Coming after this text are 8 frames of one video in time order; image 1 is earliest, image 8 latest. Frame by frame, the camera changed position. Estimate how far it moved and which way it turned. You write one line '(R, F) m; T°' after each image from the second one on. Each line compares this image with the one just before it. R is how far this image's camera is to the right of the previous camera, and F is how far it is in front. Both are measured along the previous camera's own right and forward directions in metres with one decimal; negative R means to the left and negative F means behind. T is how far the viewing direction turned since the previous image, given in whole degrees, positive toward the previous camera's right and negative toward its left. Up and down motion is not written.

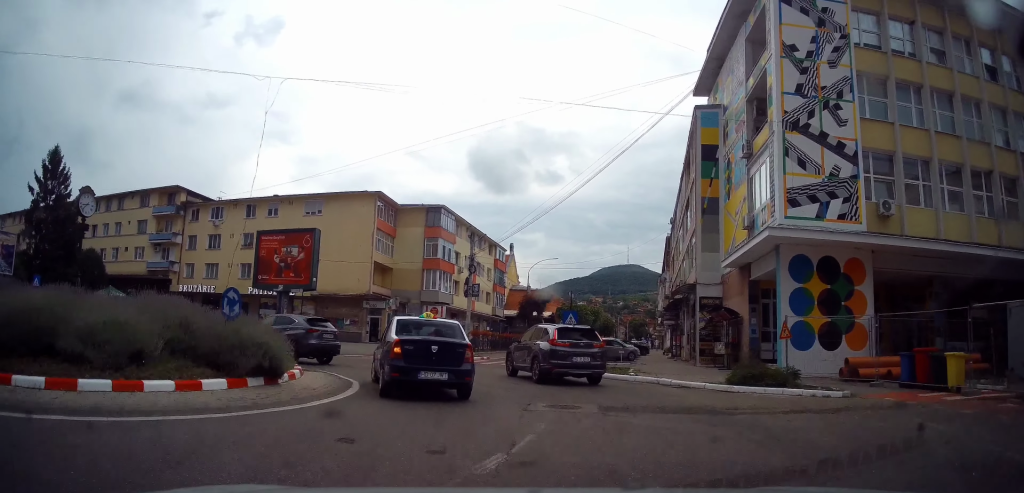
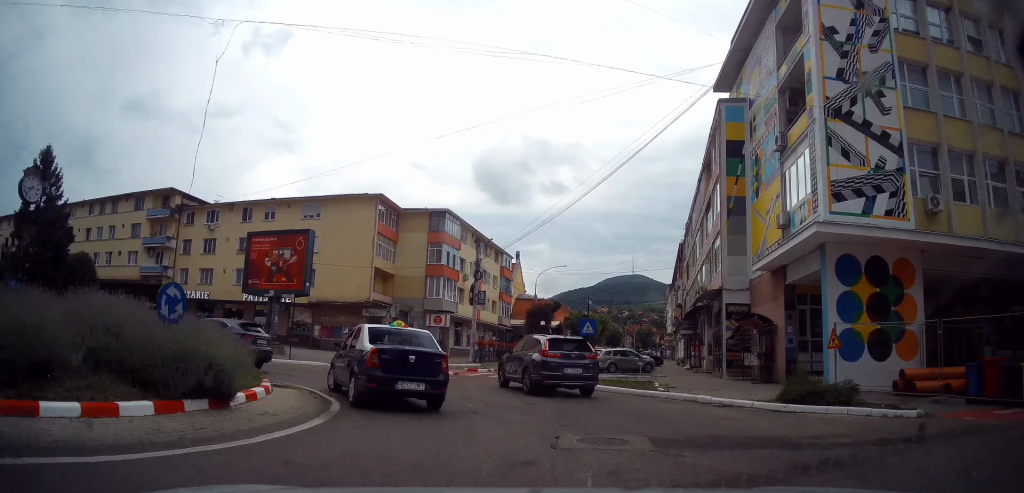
(+0.3, +2.4) m; +1°
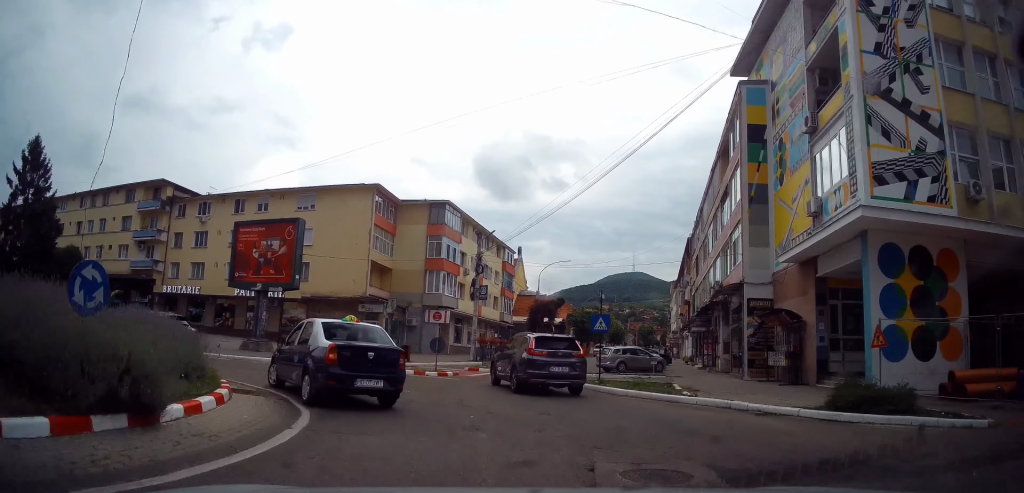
(+0.2, +1.9) m; +1°
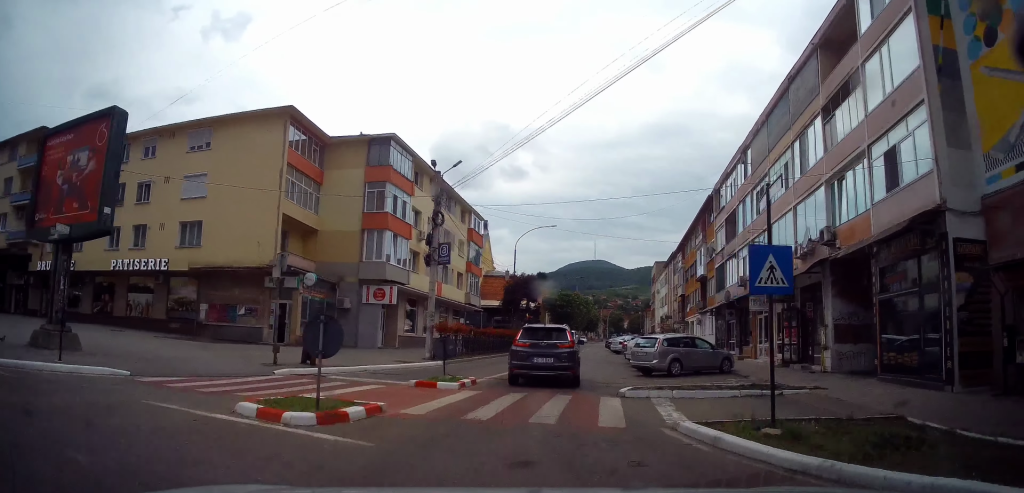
(-1.3, +12.4) m; -4°
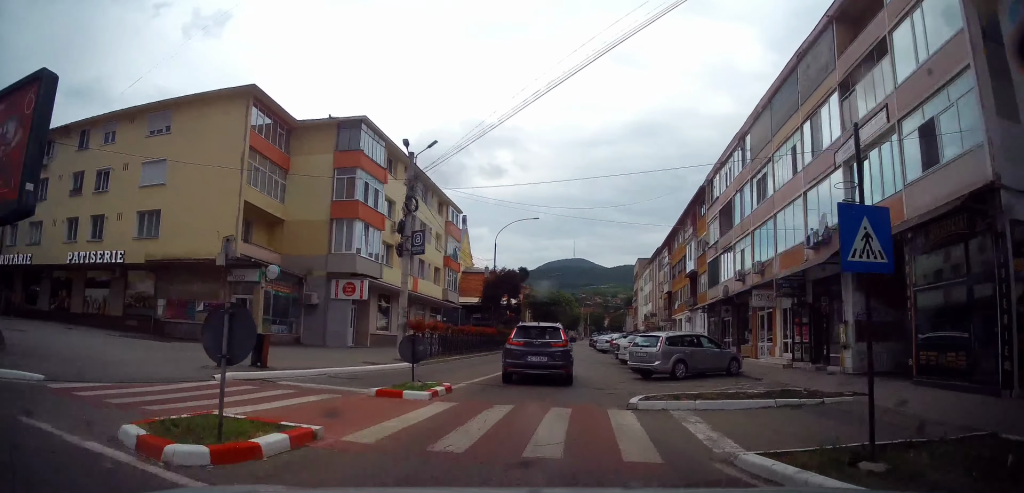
(+0.1, +2.4) m; +2°
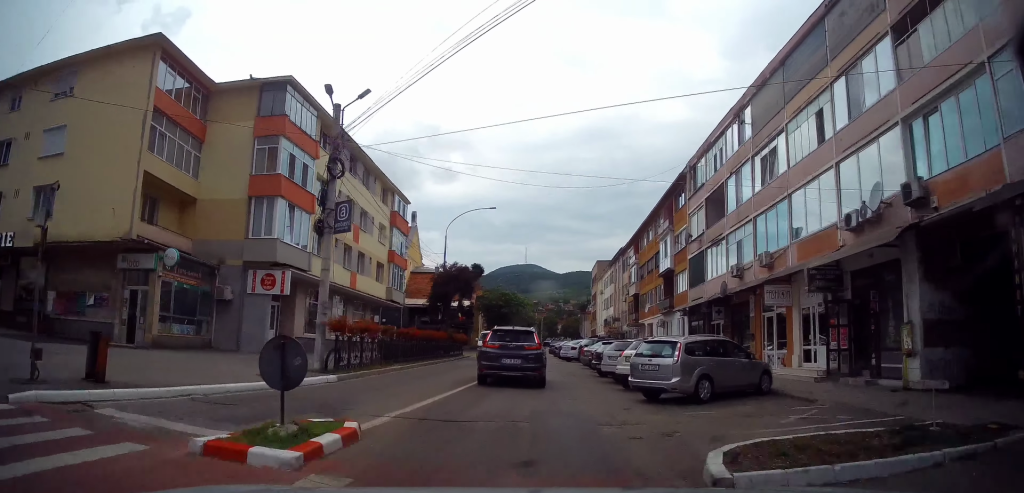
(+0.1, +5.1) m; +4°
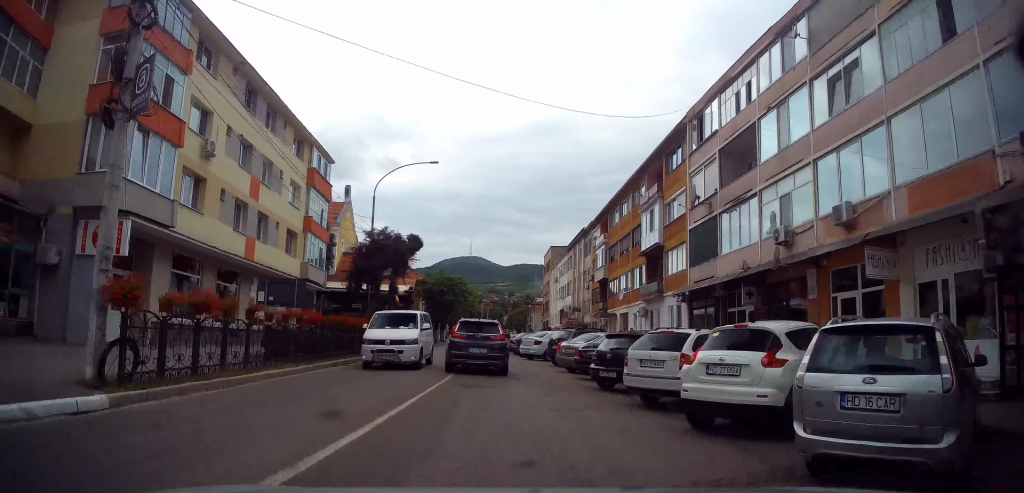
(+0.6, +8.1) m; +7°
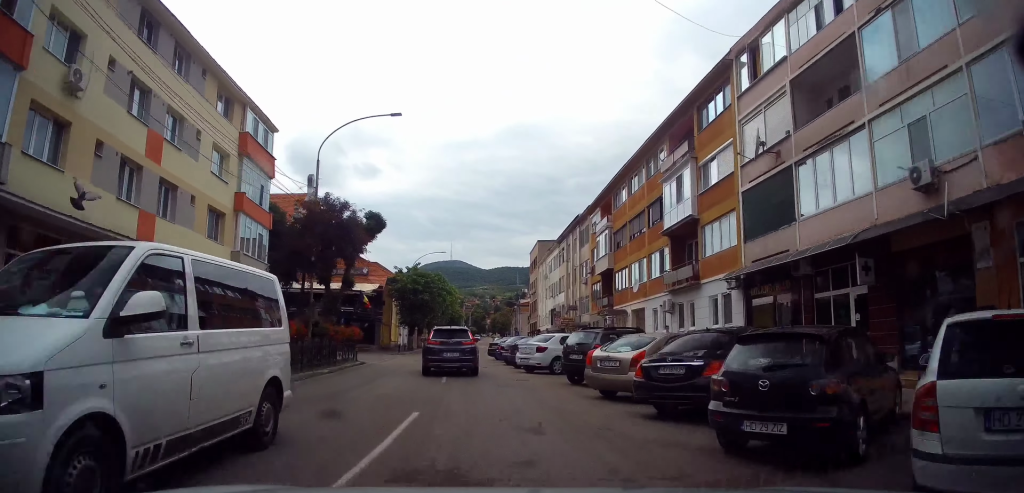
(+0.2, +7.4) m; +2°
